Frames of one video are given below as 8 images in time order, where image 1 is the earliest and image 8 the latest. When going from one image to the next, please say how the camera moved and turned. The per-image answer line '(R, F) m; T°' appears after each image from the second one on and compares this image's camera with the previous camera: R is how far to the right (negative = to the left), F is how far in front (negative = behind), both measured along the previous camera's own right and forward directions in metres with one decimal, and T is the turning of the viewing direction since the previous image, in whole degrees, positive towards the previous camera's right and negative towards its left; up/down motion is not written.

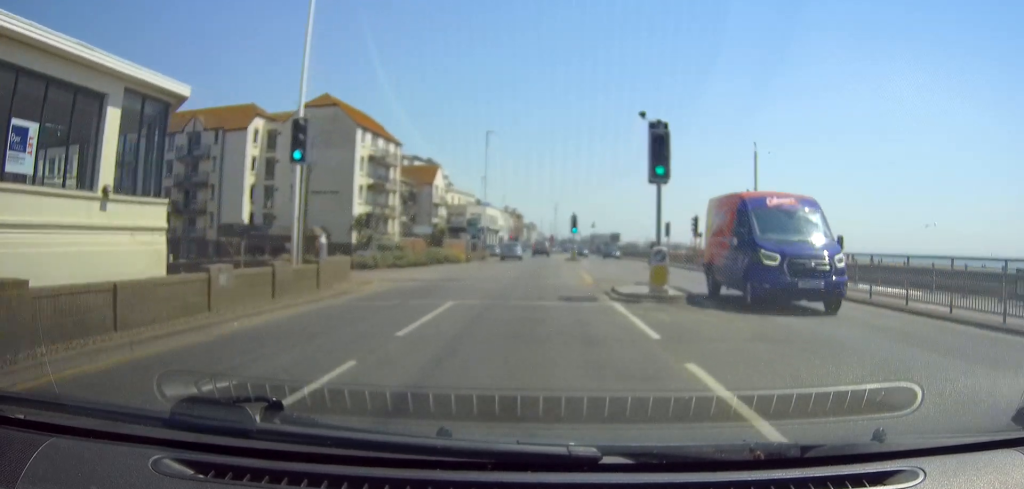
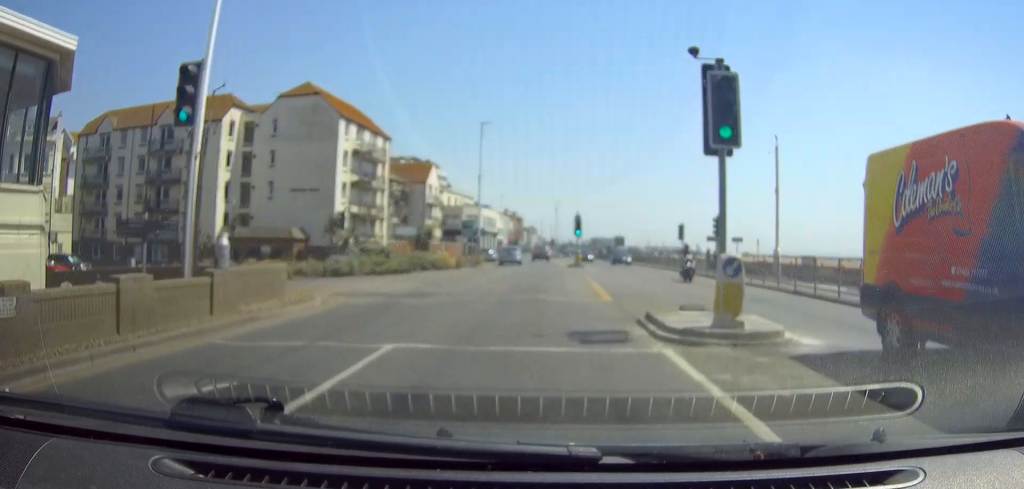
(0.0, +5.4) m; 0°
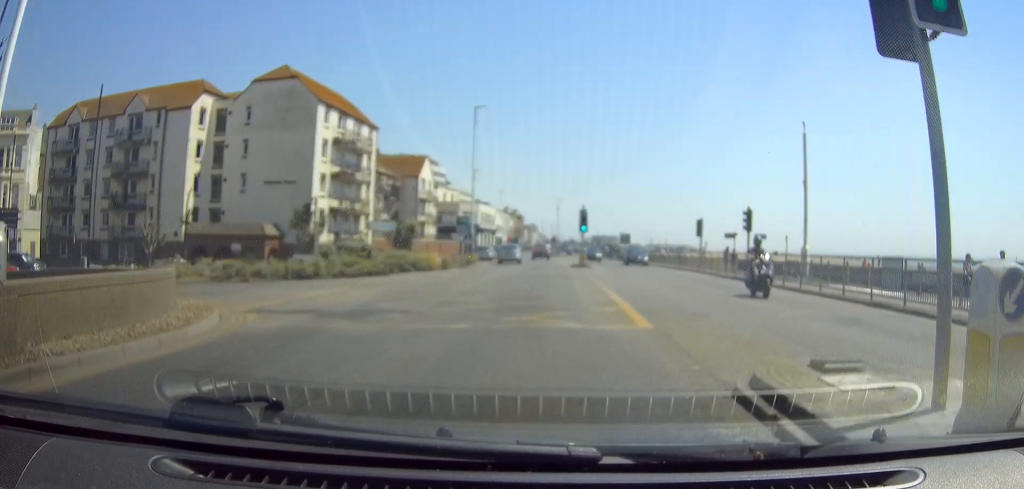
(0.0, +5.7) m; 0°
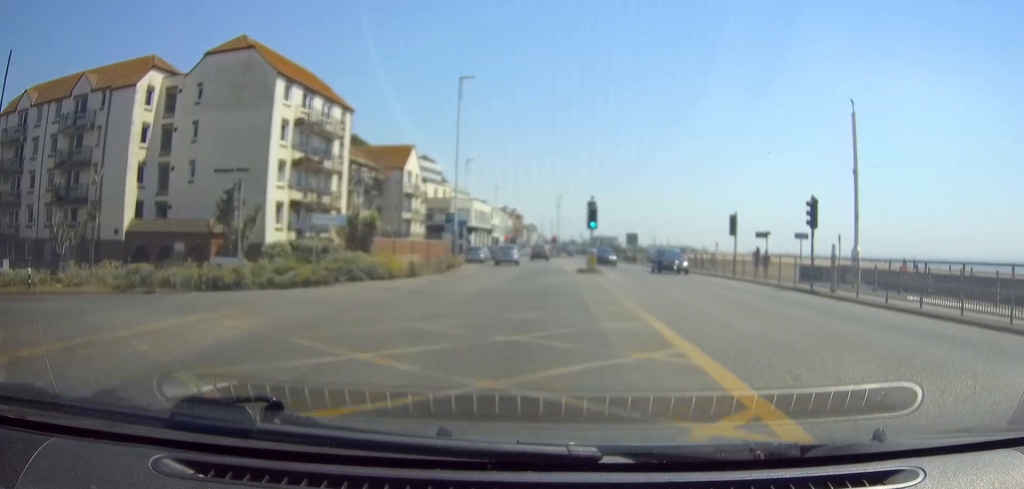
(0.0, +8.3) m; 0°
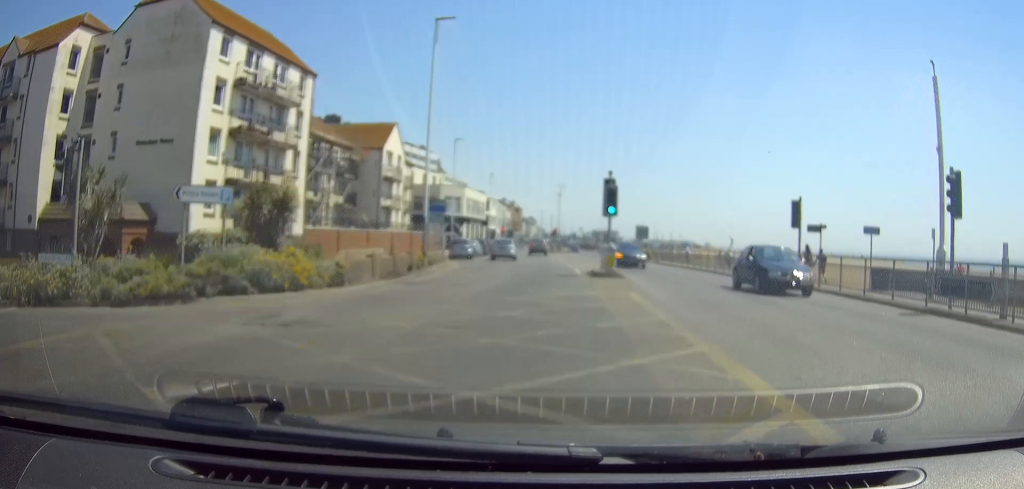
(0.0, +9.6) m; 0°
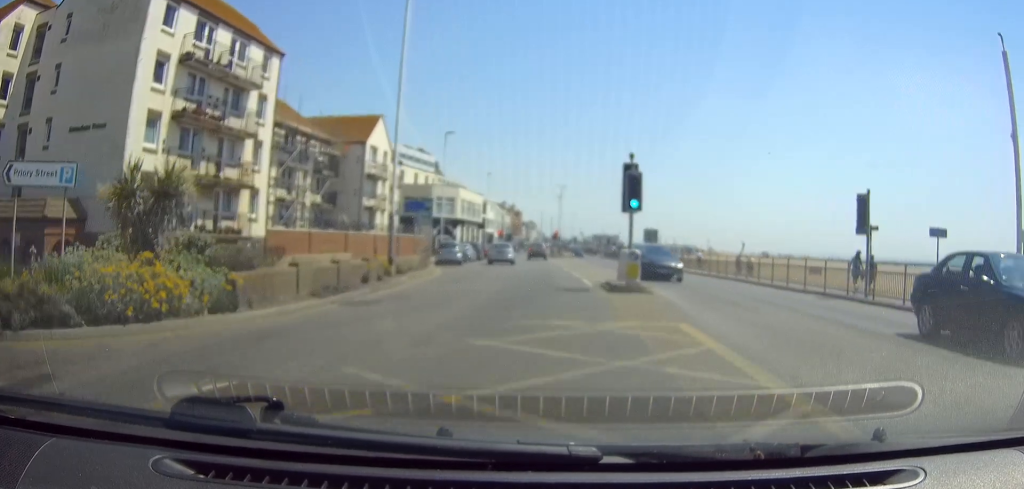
(0.0, +6.2) m; 0°
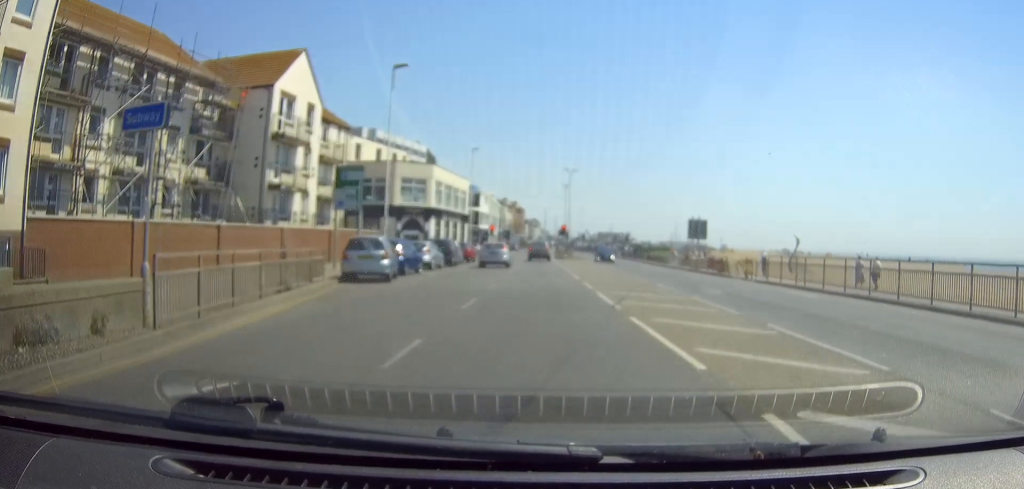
(0.0, +20.6) m; 0°
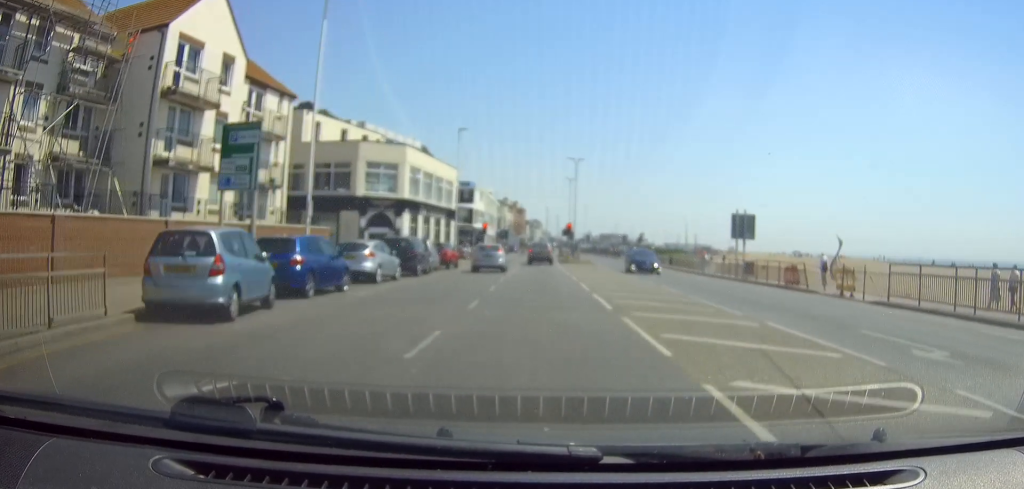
(0.0, +11.7) m; 0°
